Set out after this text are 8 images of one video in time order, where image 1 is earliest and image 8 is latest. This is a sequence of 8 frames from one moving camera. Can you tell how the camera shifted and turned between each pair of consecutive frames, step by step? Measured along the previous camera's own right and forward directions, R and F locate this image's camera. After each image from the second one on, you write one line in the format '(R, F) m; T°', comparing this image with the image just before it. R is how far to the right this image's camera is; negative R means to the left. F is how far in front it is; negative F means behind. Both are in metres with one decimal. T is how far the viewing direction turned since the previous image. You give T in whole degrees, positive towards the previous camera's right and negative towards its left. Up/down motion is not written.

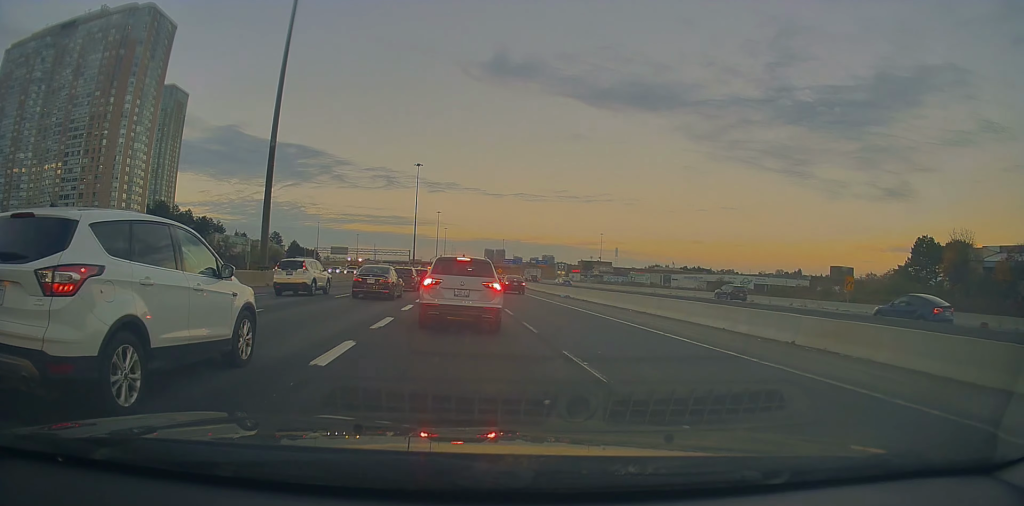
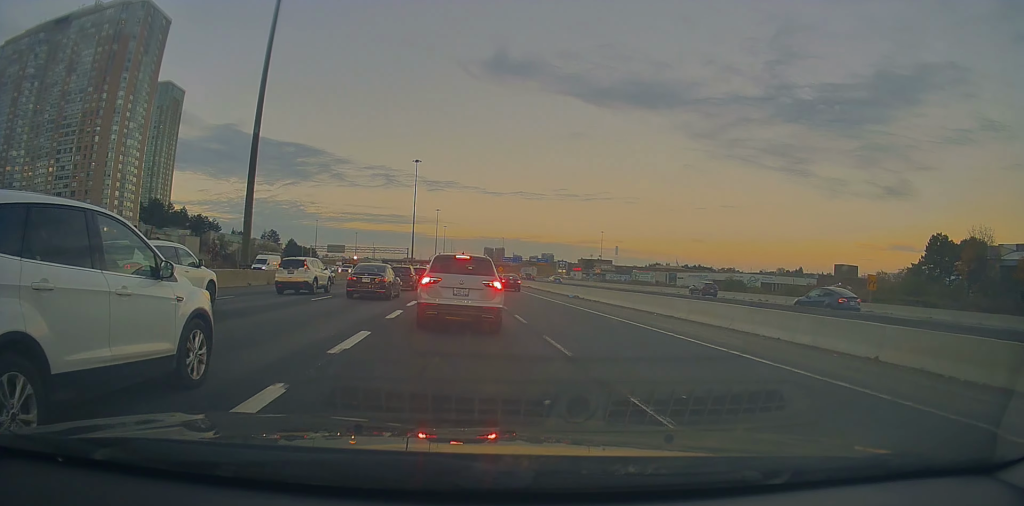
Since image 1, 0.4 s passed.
(+0.1, +4.0) m; +1°
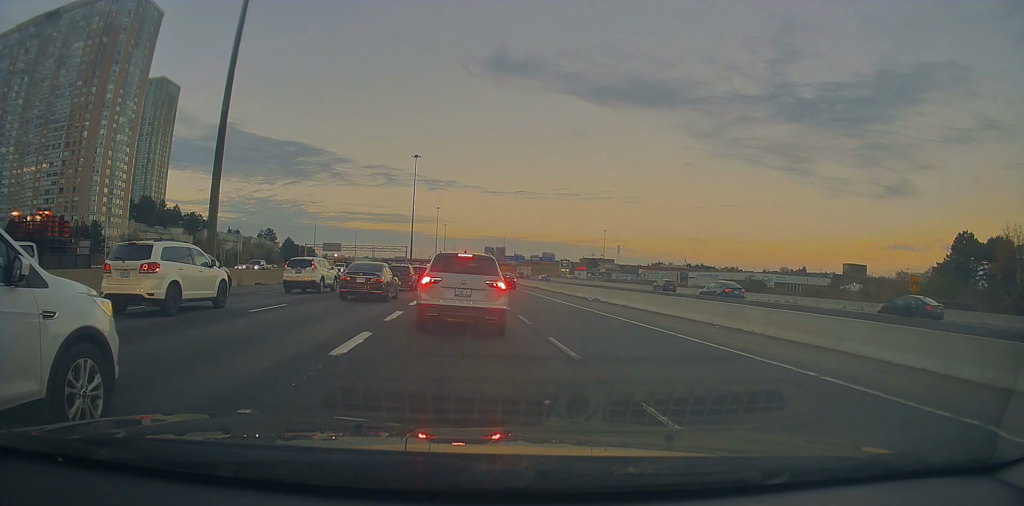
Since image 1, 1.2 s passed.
(-0.1, +6.5) m; -1°
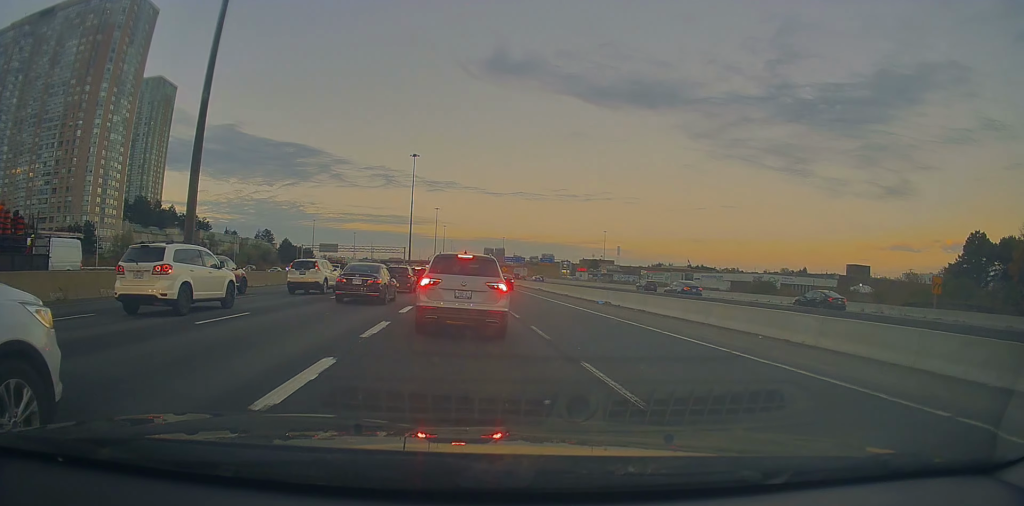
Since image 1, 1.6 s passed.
(0.0, +3.3) m; 0°
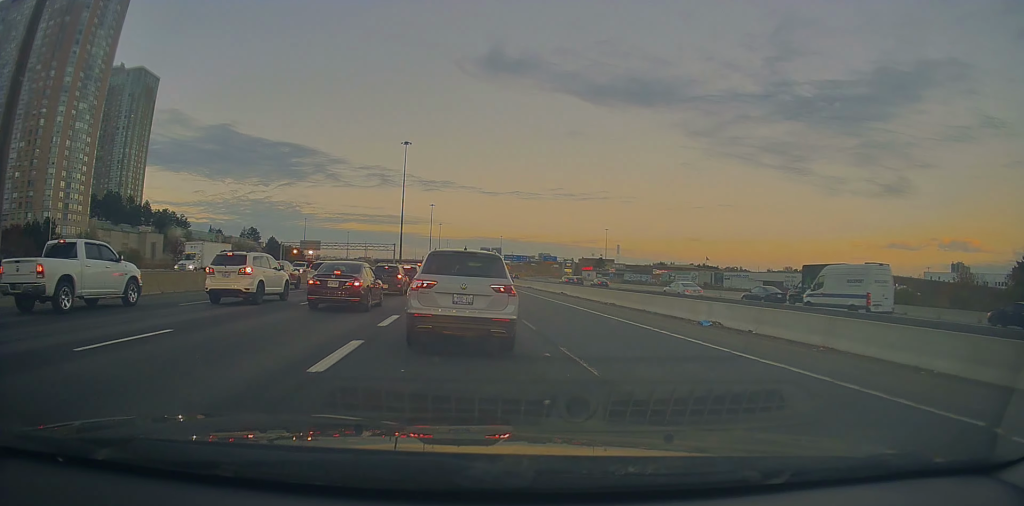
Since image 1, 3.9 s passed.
(+0.4, +16.4) m; 0°
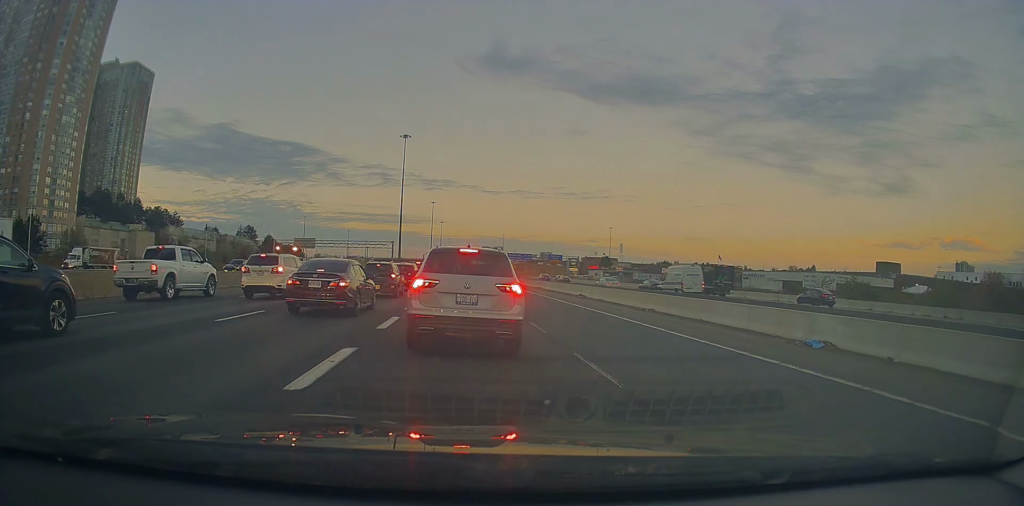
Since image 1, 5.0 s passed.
(-0.1, +6.8) m; -1°
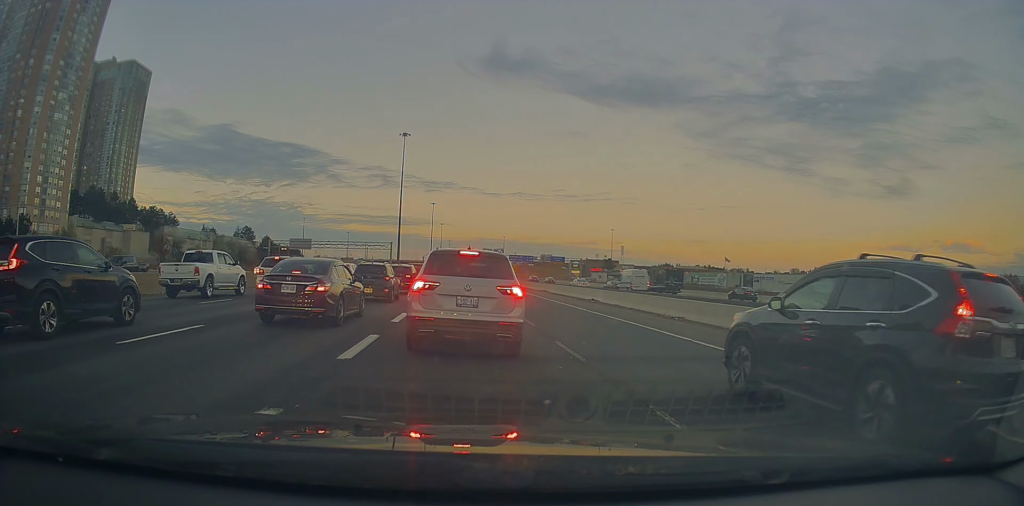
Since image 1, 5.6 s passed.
(+0.1, +3.9) m; 0°
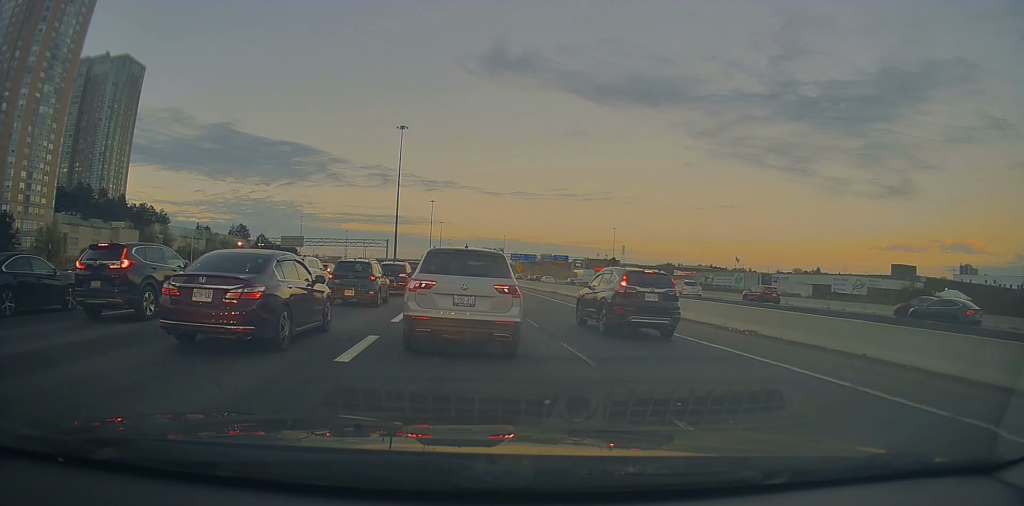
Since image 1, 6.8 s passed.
(-0.3, +6.3) m; -1°
